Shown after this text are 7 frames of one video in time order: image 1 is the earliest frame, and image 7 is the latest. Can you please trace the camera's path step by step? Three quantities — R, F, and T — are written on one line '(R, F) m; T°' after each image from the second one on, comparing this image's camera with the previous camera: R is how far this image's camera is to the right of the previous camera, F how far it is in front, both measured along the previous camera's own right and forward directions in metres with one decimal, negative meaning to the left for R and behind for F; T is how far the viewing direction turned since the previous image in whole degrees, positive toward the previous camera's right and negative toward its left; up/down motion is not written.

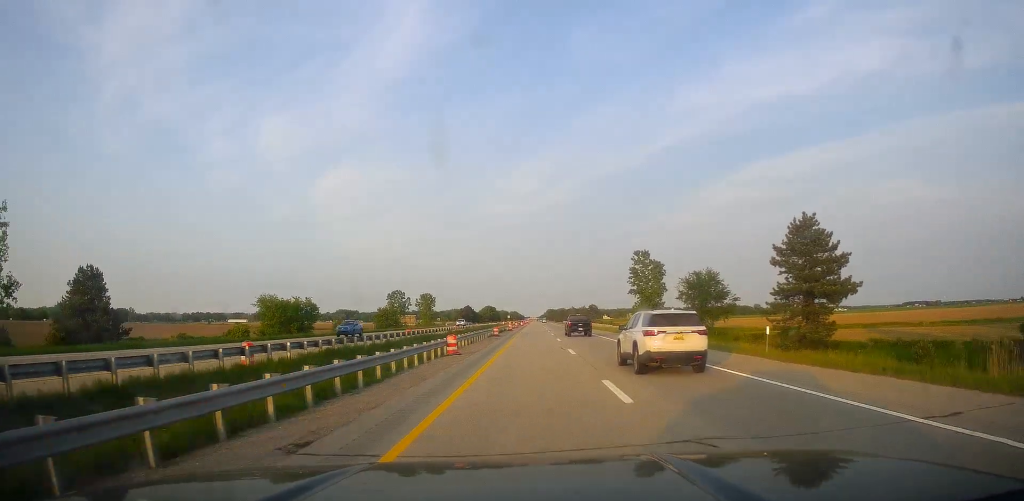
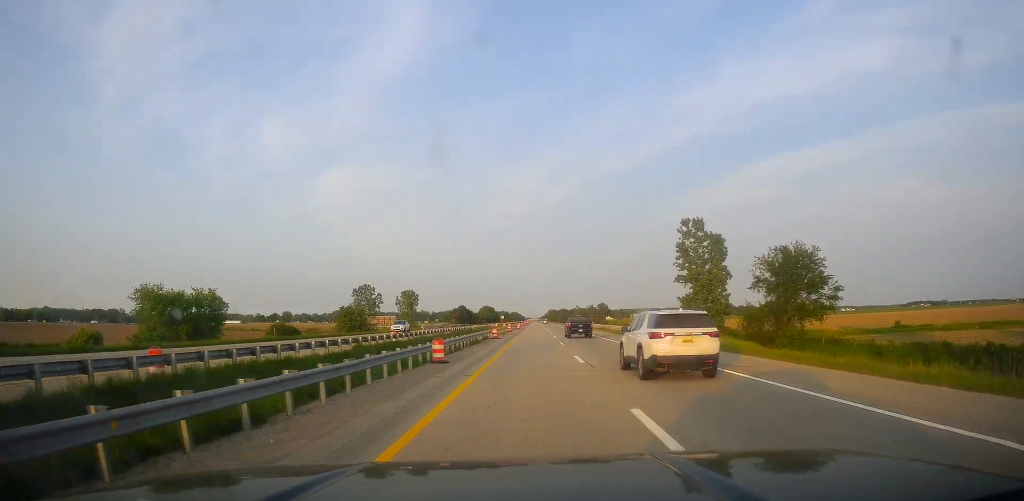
(-0.1, +34.8) m; -1°
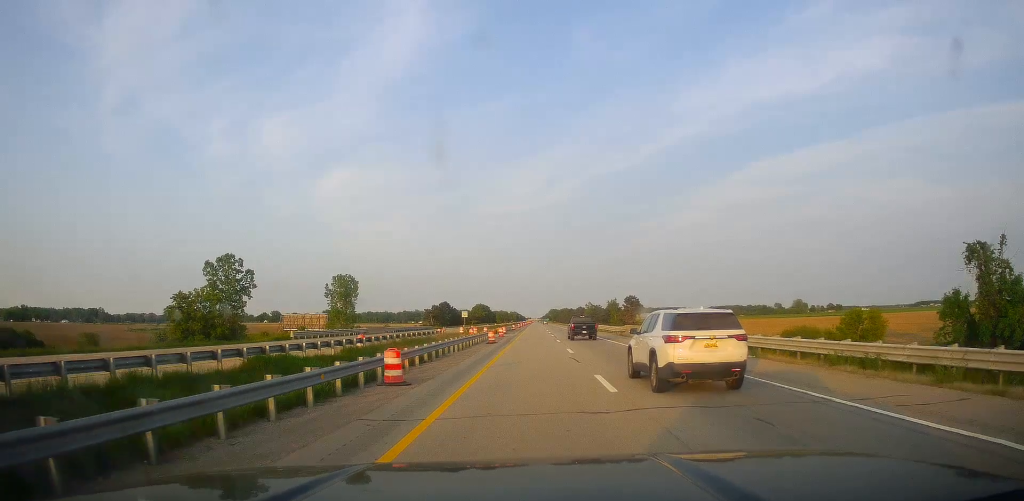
(0.0, +69.1) m; 0°
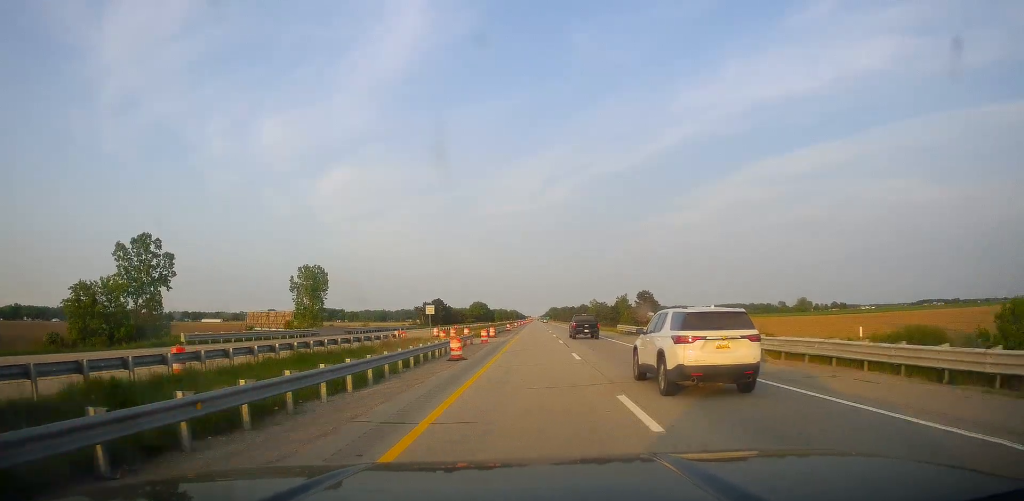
(-0.3, +20.0) m; -1°
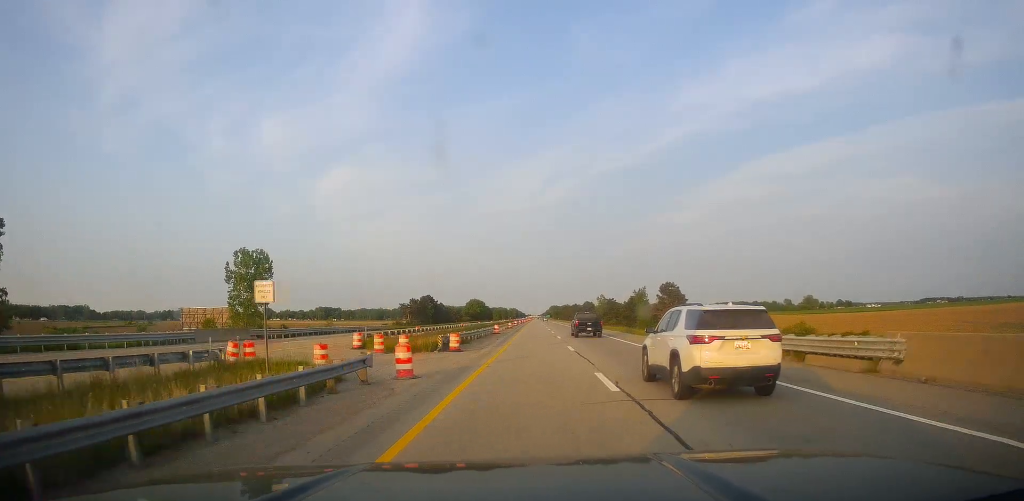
(-0.1, +26.0) m; 0°
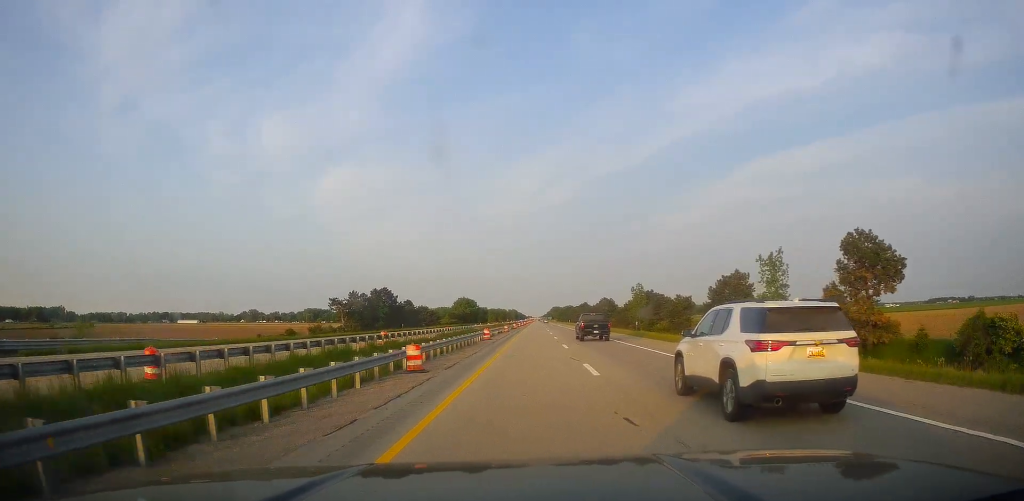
(+1.1, +72.0) m; +1°
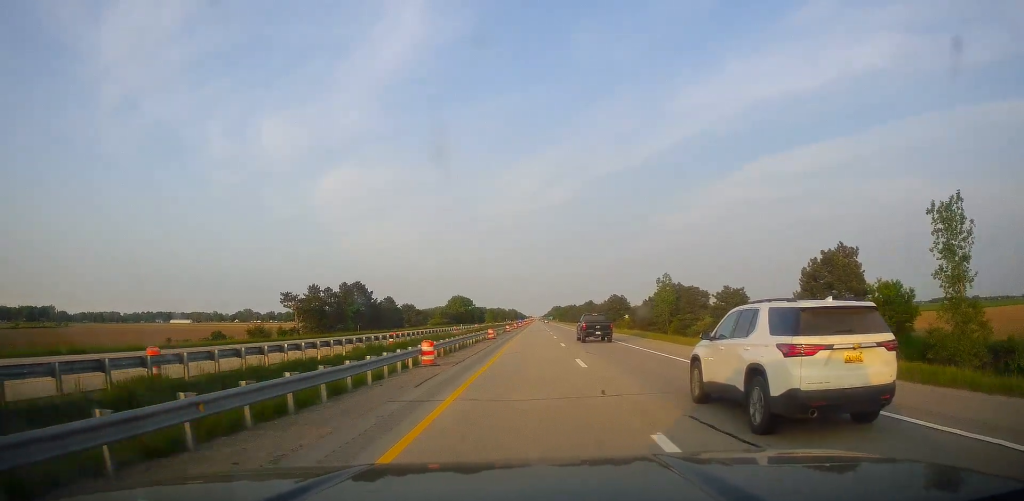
(0.0, +27.2) m; 0°
